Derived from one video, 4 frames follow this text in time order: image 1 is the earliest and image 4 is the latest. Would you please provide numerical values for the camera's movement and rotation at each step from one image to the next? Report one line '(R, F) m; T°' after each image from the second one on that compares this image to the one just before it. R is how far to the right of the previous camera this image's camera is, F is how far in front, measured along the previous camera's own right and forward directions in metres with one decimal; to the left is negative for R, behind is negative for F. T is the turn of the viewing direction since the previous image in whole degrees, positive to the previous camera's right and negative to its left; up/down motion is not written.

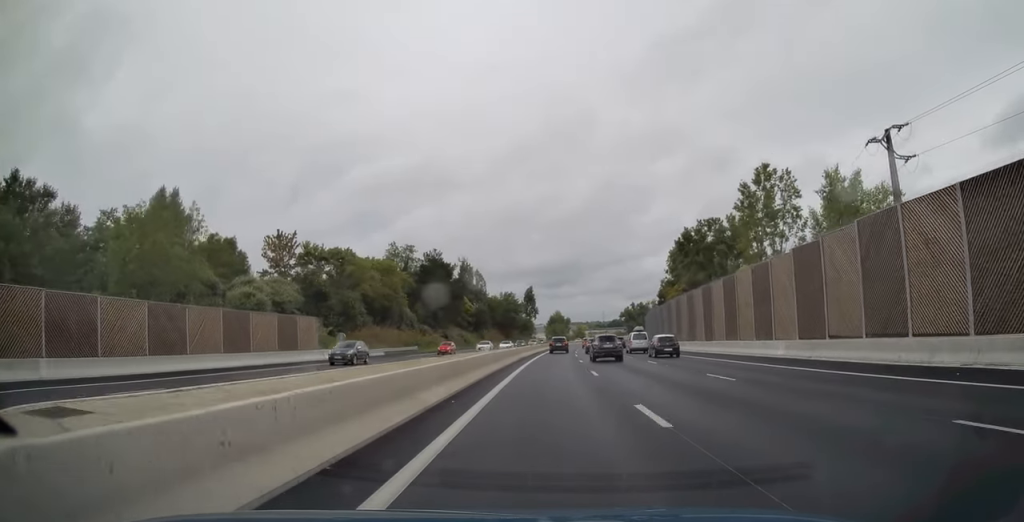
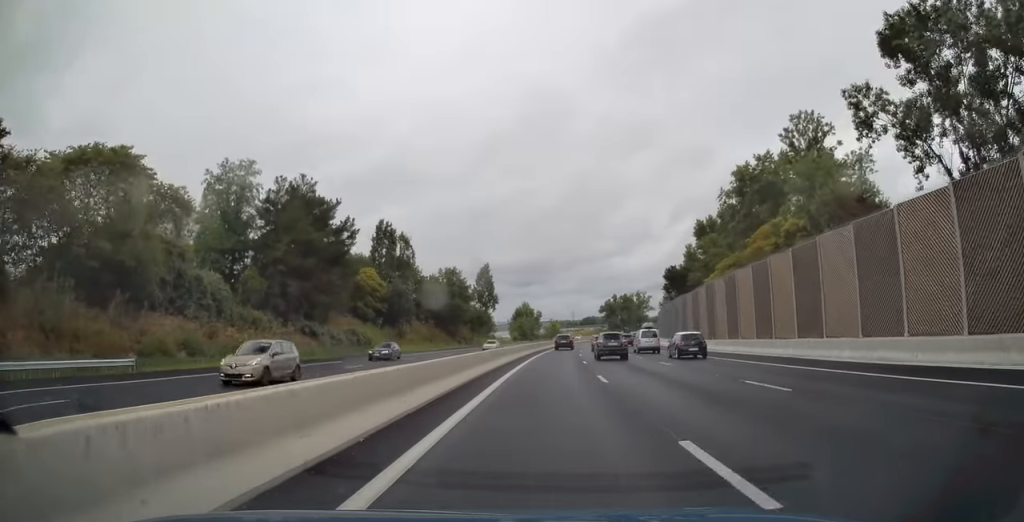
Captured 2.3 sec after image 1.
(+1.2, +56.5) m; +3°
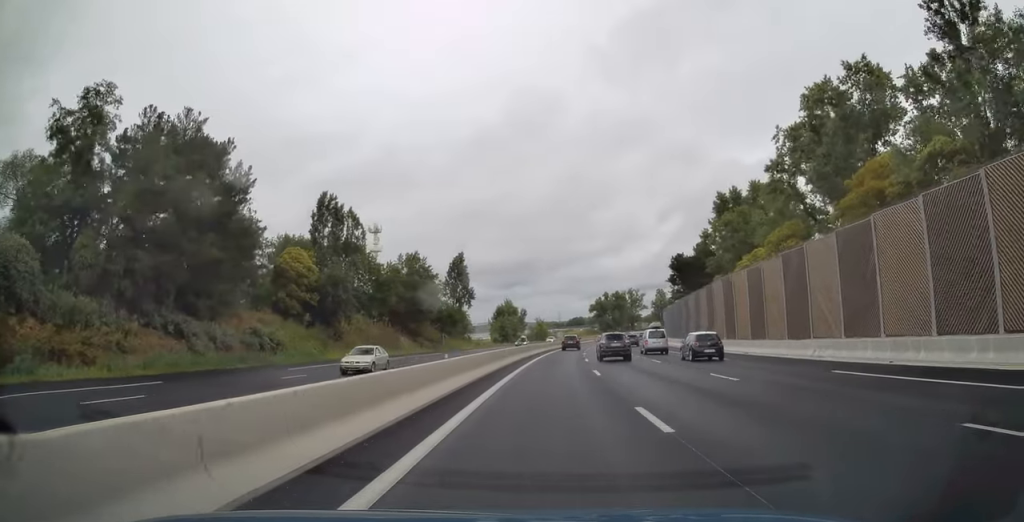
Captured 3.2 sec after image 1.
(+0.2, +22.1) m; +1°
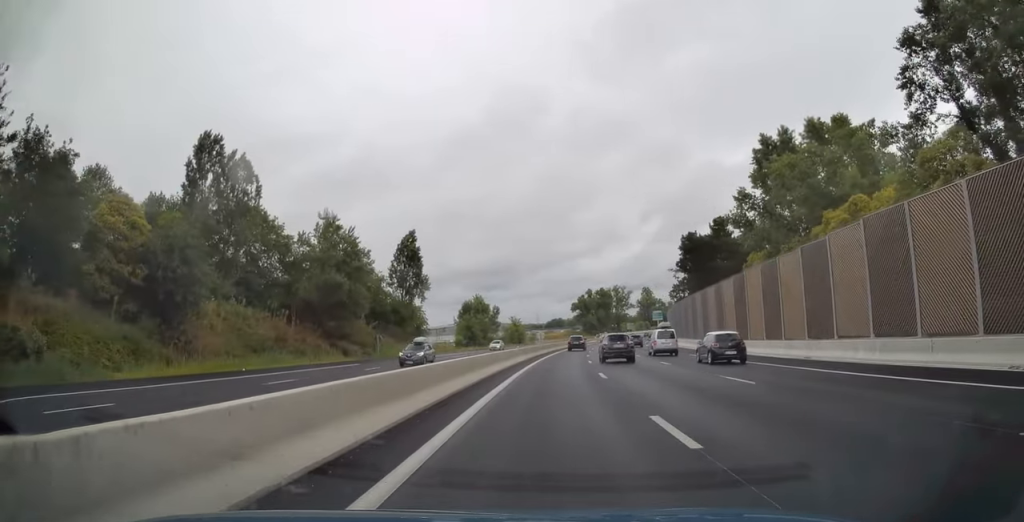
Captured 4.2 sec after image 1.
(+0.3, +27.1) m; +1°
